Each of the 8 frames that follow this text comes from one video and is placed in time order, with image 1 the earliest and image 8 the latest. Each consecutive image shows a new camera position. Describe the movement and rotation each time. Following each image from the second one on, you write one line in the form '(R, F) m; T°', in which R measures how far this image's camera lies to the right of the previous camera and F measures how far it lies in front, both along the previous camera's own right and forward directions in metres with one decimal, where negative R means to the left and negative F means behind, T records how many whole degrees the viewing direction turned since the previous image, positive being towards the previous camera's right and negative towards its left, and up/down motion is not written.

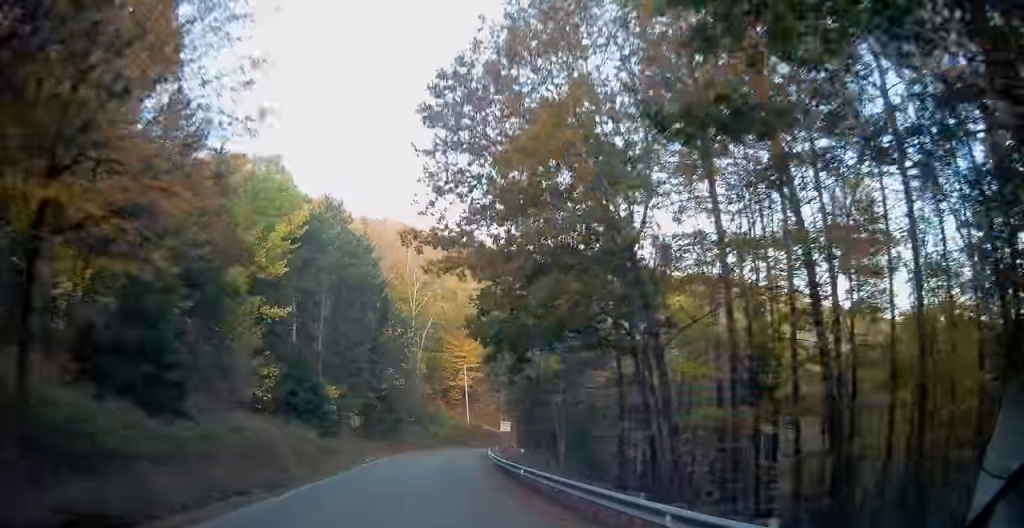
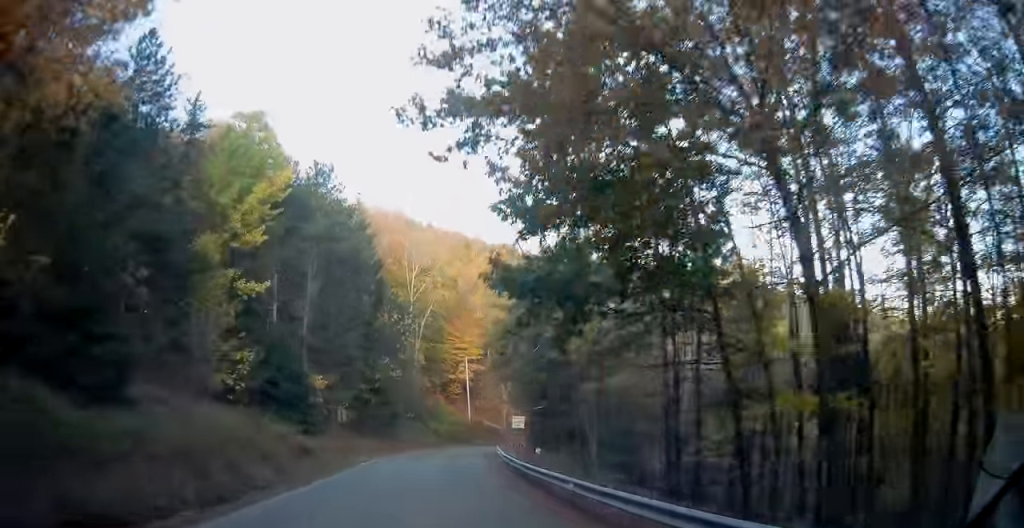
(0.0, +6.4) m; +1°
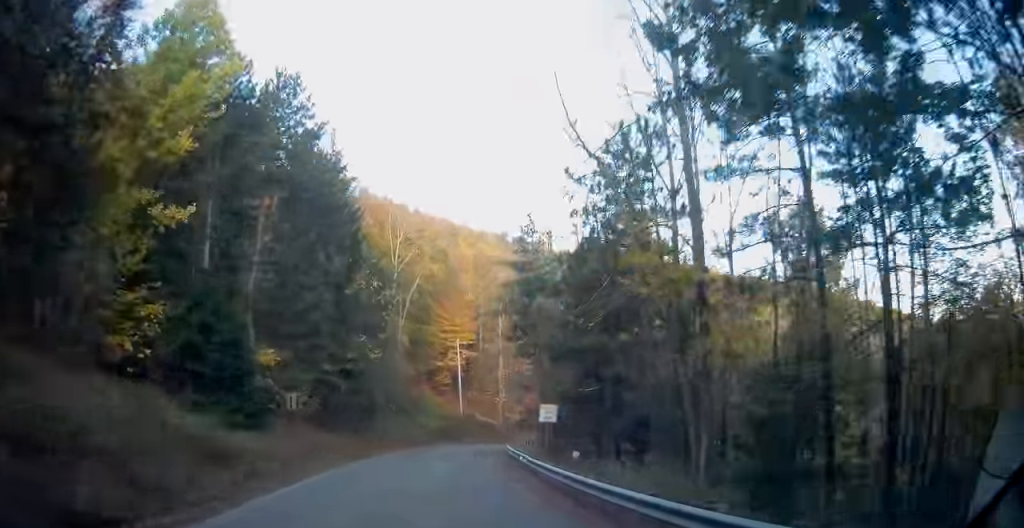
(+0.1, +11.6) m; +3°
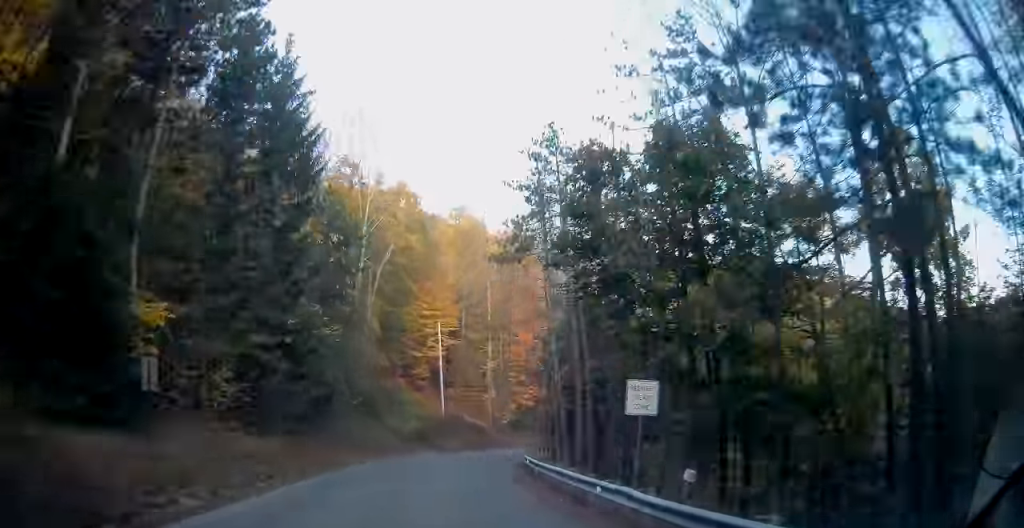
(+0.5, +12.1) m; +2°
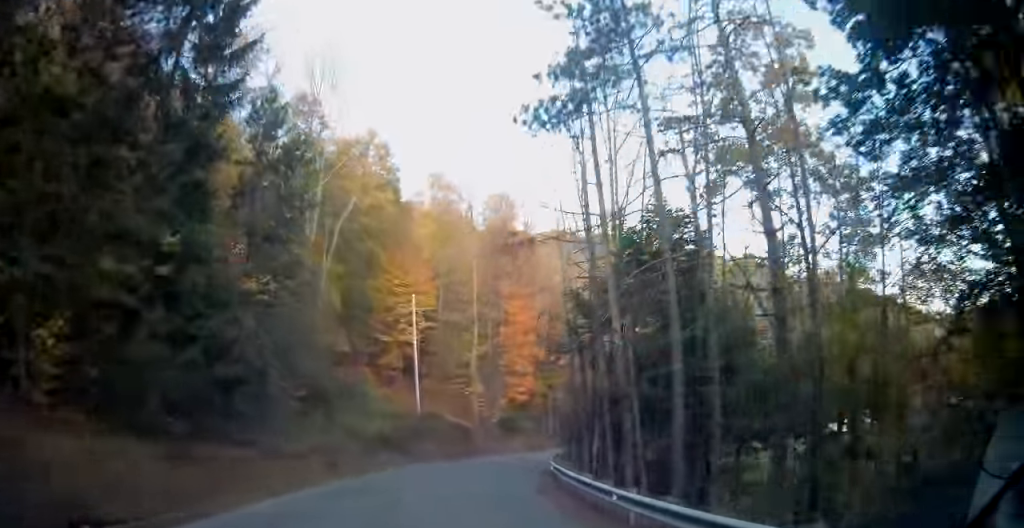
(0.0, +12.4) m; +3°
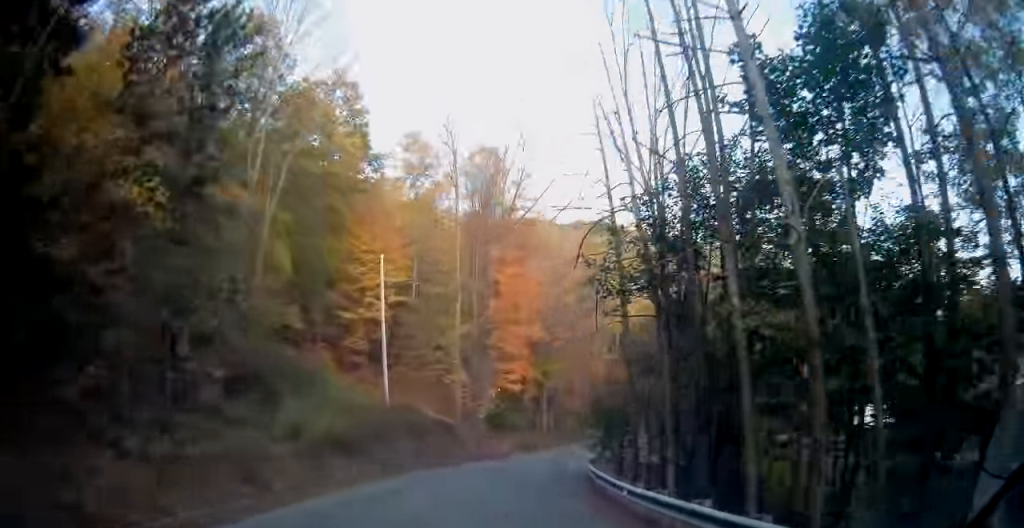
(+0.6, +11.2) m; +3°
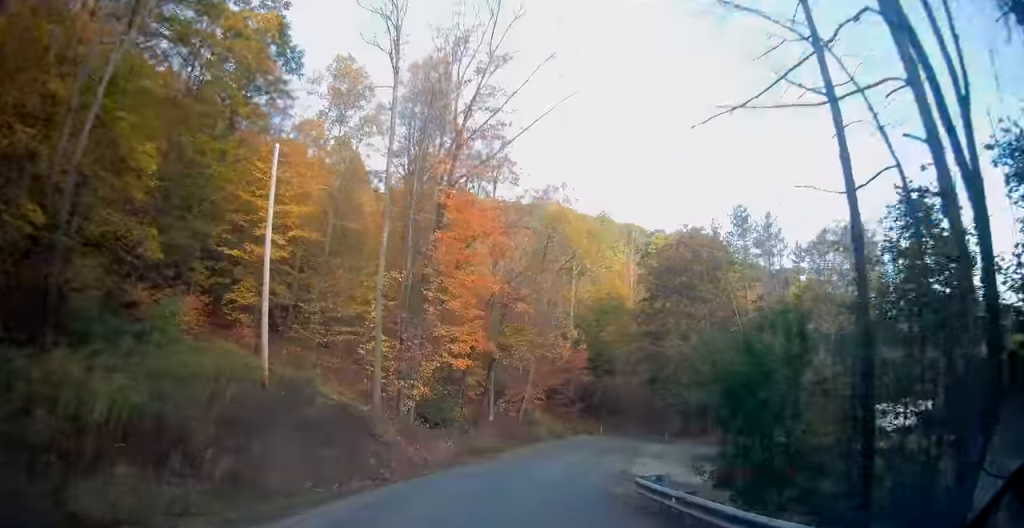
(+0.4, +15.8) m; +6°
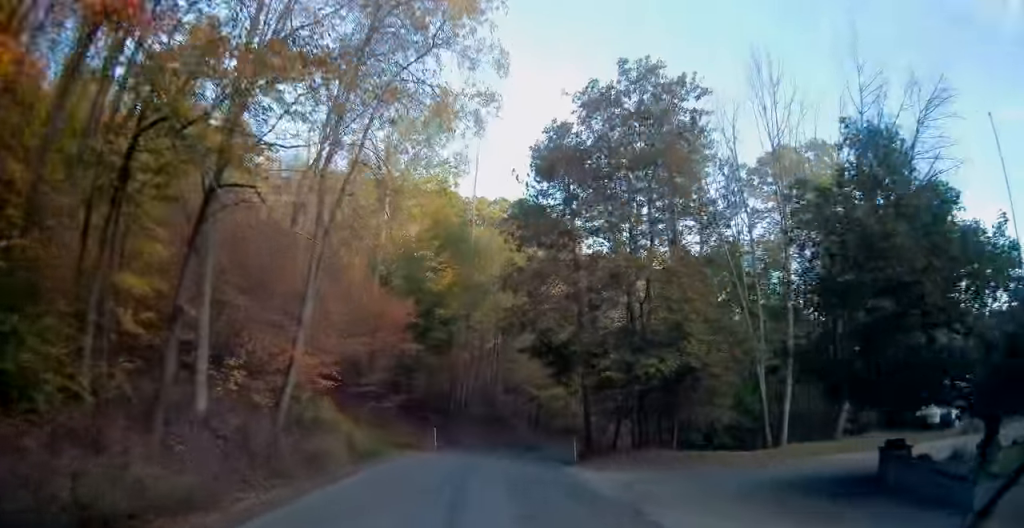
(+3.9, +25.0) m; +18°
